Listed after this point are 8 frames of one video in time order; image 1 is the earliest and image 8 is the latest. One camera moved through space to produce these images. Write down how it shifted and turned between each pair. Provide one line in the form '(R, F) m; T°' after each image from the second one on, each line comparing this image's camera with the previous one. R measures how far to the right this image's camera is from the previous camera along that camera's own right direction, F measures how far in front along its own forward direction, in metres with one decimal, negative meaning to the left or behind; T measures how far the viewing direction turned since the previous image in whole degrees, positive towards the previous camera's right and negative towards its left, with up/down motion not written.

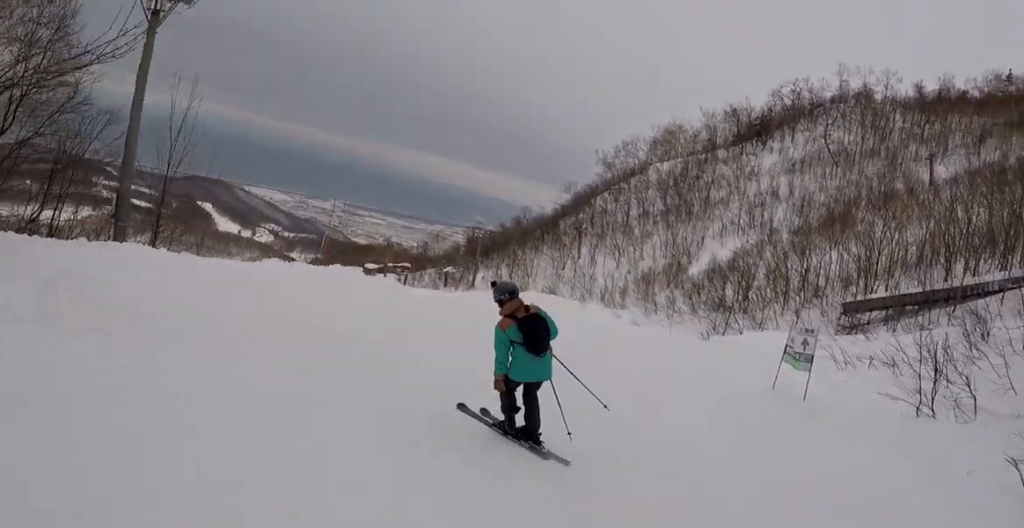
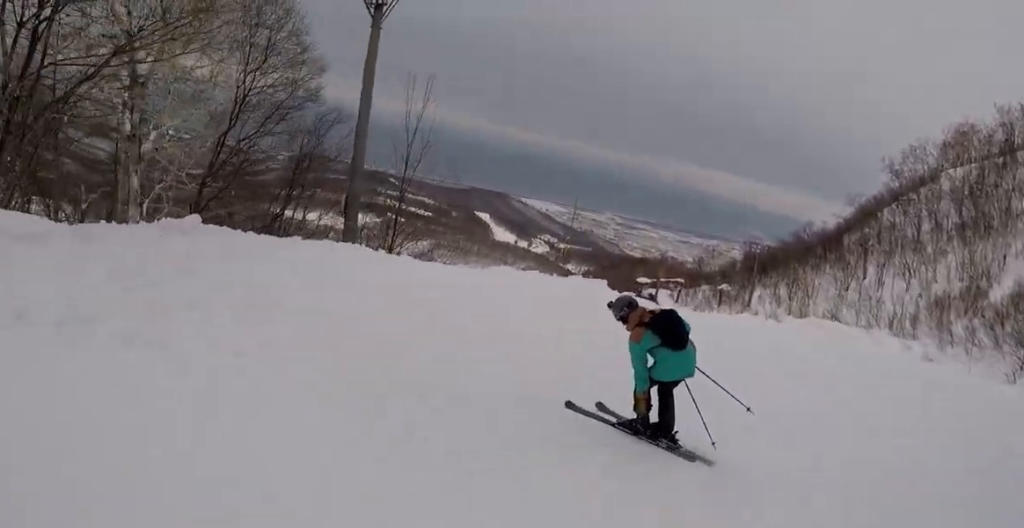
(-0.4, +2.9) m; -12°
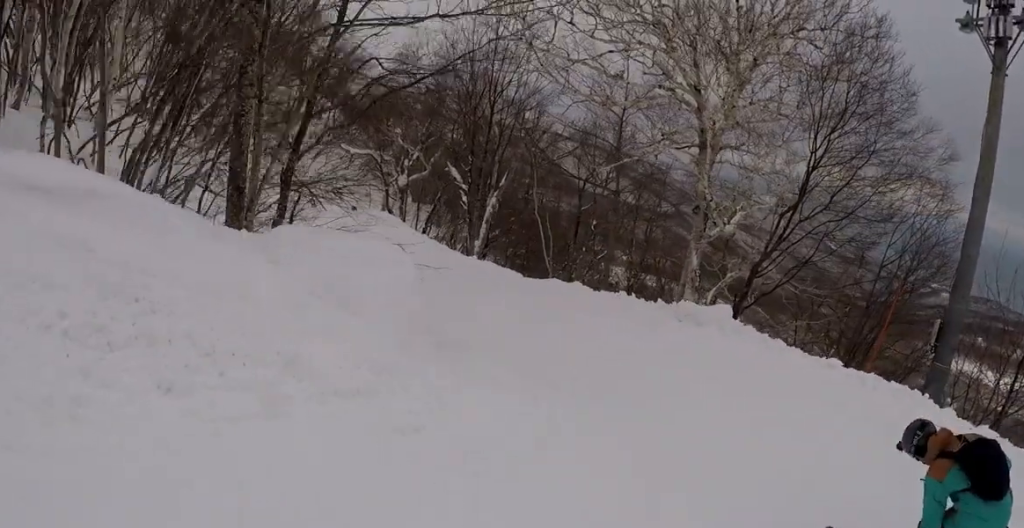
(-0.8, +4.9) m; -36°
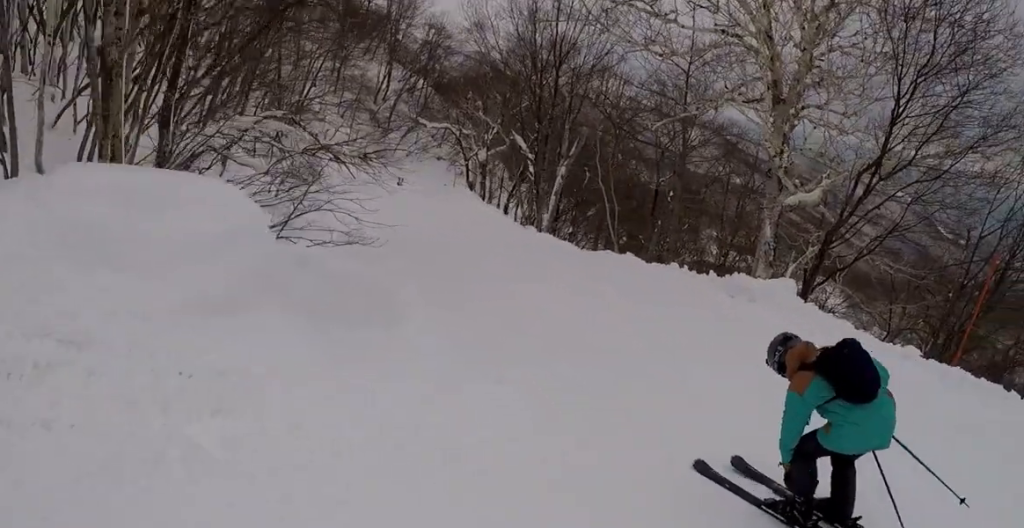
(-0.1, +2.3) m; -26°
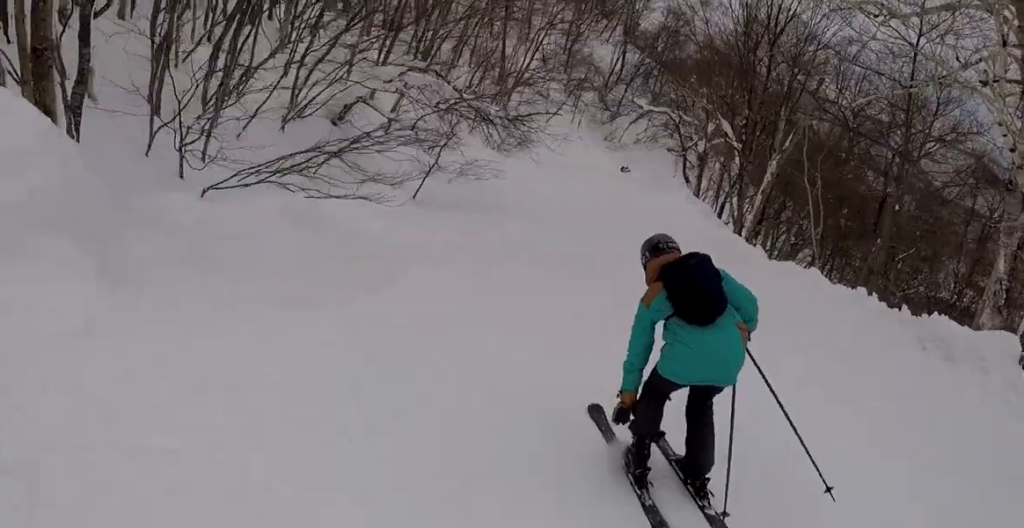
(-1.5, +3.3) m; -22°
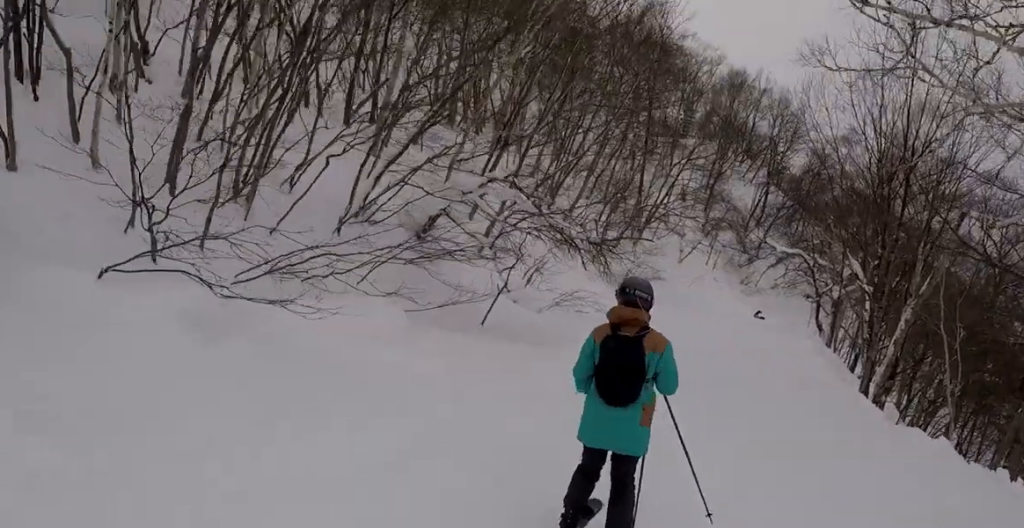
(-0.1, +3.1) m; -2°
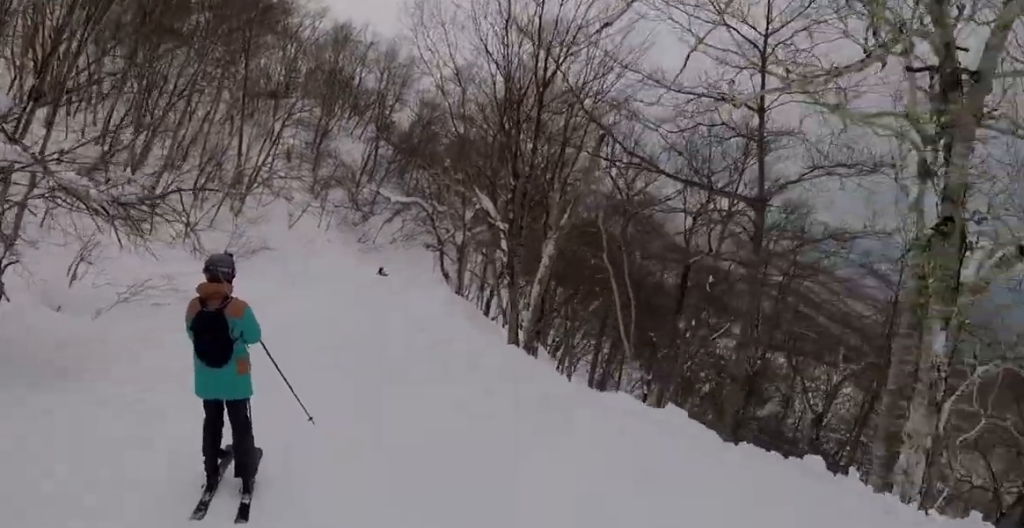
(0.0, +5.0) m; 0°
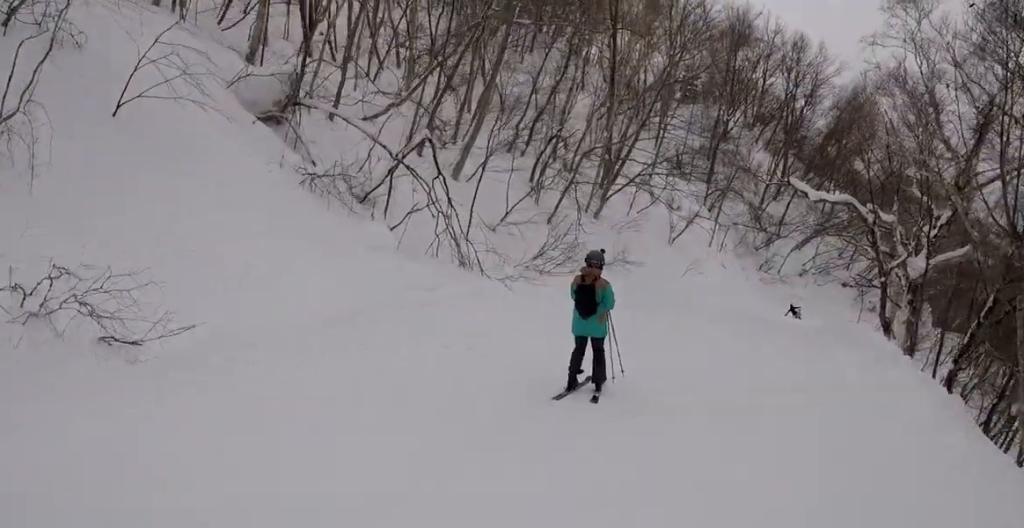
(0.0, +15.1) m; 0°
